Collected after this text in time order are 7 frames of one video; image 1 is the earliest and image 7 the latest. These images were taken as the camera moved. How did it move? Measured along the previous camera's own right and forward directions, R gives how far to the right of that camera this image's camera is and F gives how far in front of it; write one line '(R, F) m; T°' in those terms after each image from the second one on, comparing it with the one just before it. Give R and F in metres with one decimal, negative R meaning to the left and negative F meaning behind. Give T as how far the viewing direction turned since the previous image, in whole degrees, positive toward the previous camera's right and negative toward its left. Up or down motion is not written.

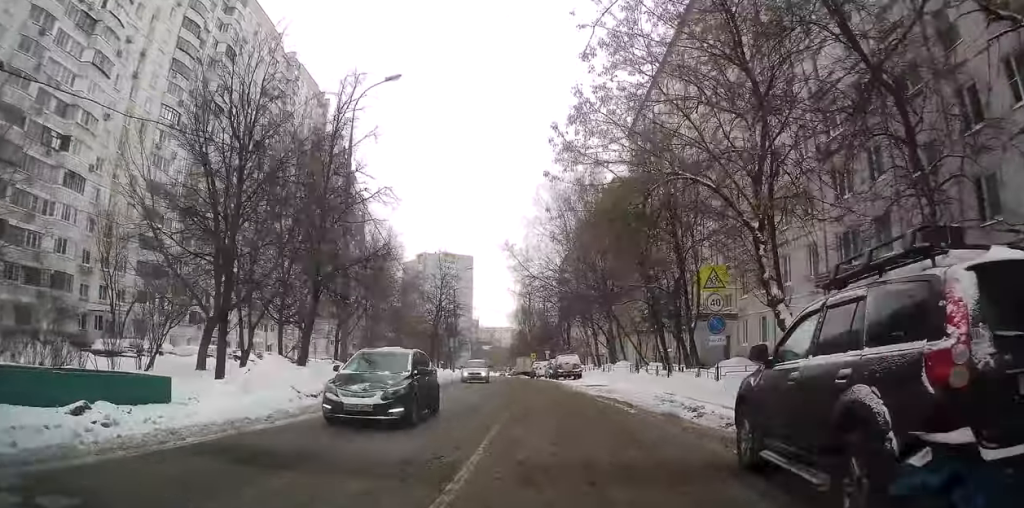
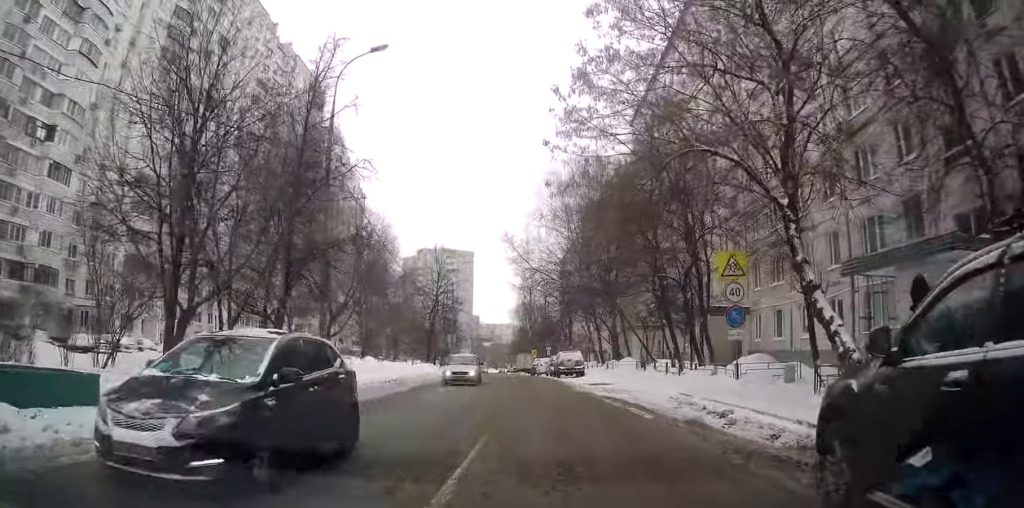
(-0.3, +2.7) m; -2°
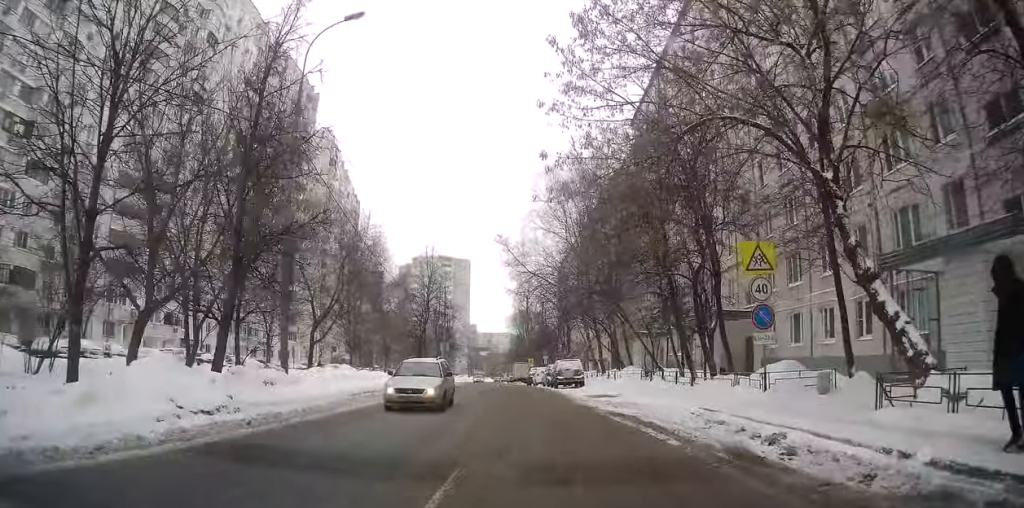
(+0.2, +3.0) m; +2°
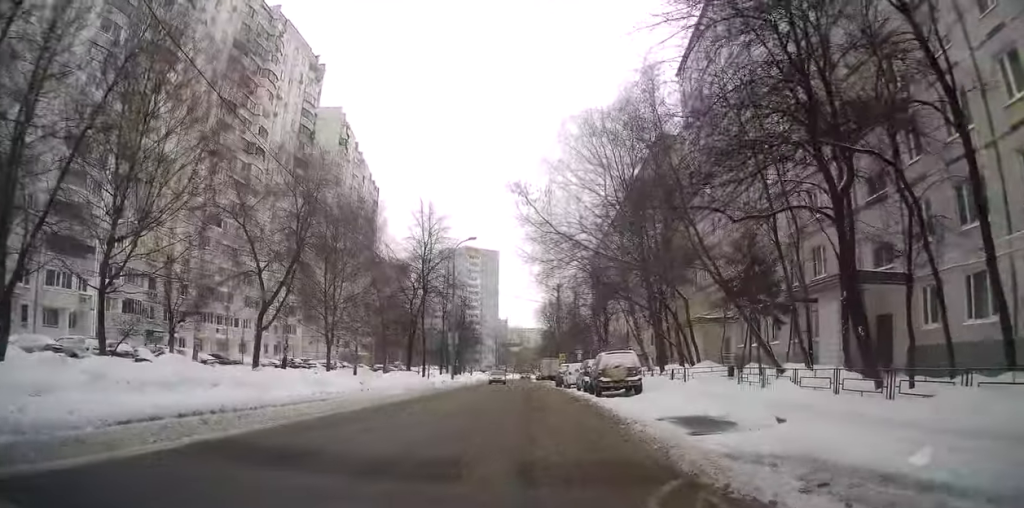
(-1.6, +10.7) m; -8°
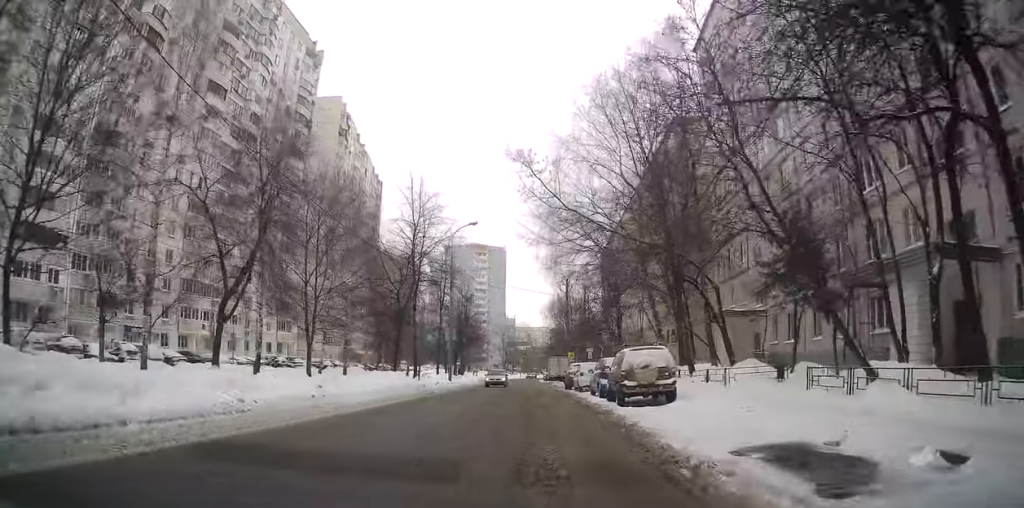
(+0.7, +3.8) m; +3°
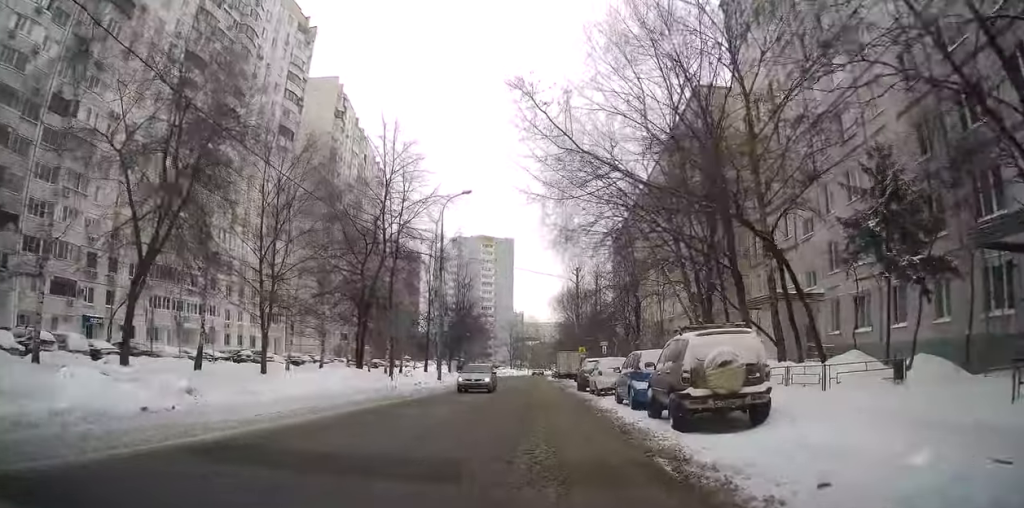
(-0.6, +6.0) m; -2°
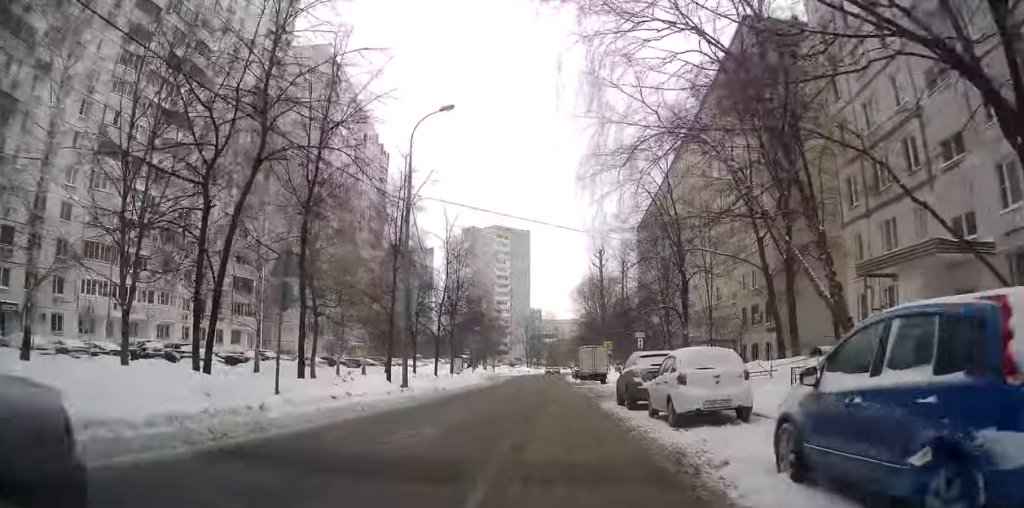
(+0.3, +11.1) m; -3°
